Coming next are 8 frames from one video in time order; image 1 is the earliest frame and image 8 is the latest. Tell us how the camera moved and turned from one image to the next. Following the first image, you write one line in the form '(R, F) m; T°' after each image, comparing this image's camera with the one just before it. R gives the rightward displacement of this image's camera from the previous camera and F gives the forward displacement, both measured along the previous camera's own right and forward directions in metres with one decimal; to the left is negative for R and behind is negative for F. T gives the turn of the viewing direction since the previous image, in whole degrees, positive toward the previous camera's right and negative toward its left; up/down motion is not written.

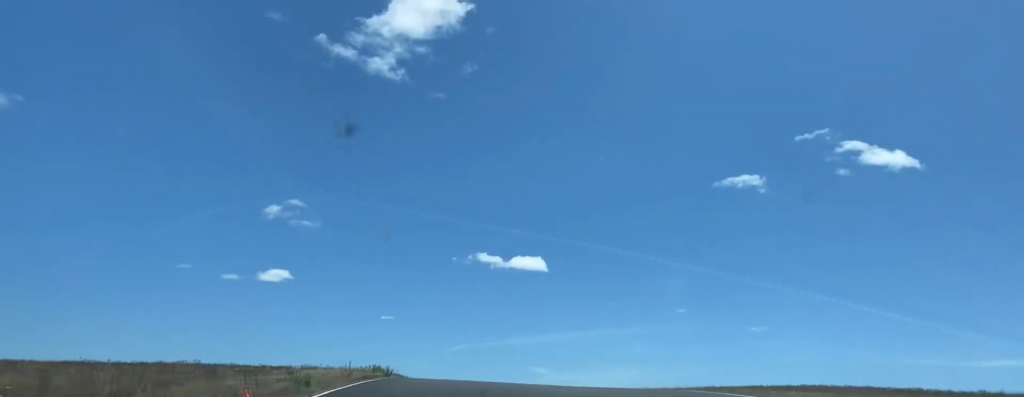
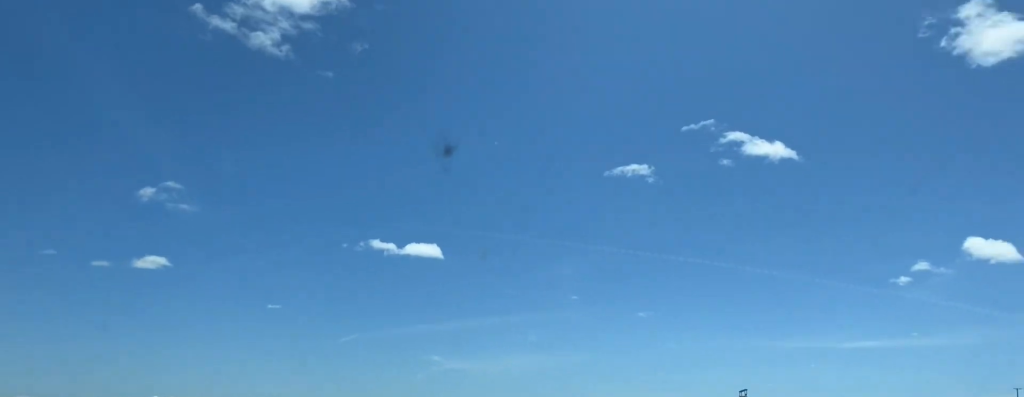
(-1.4, +39.7) m; +5°
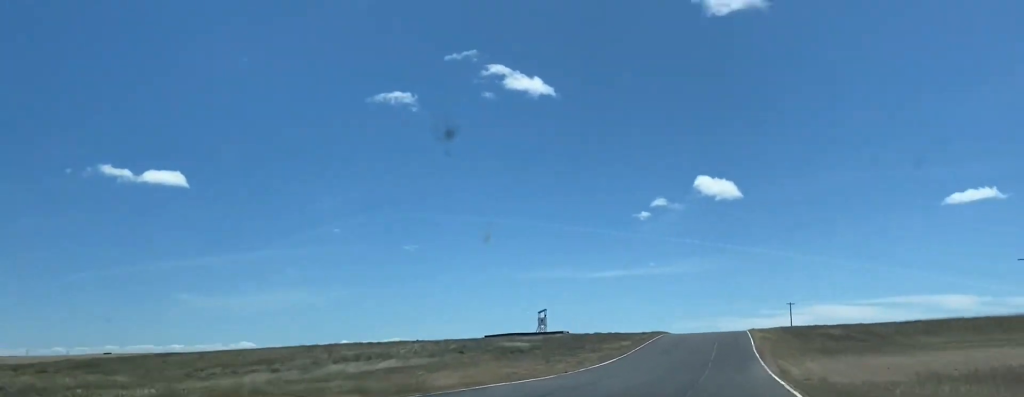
(+4.5, +40.0) m; +14°
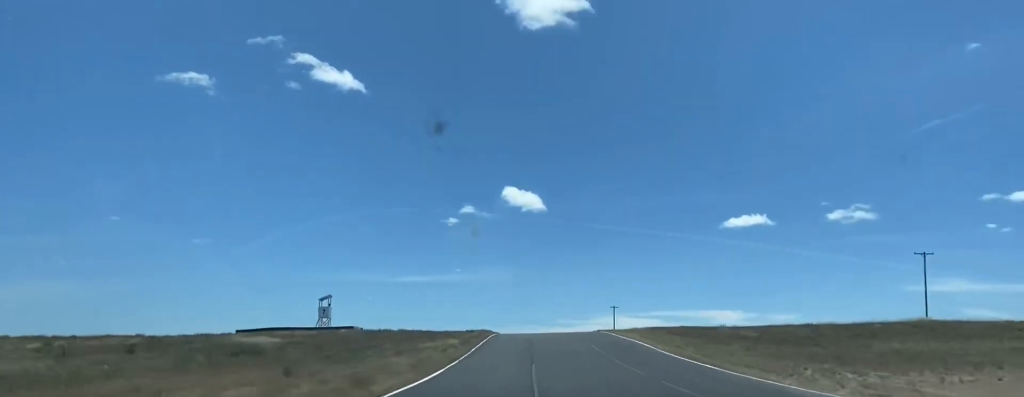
(+3.8, +35.6) m; +11°
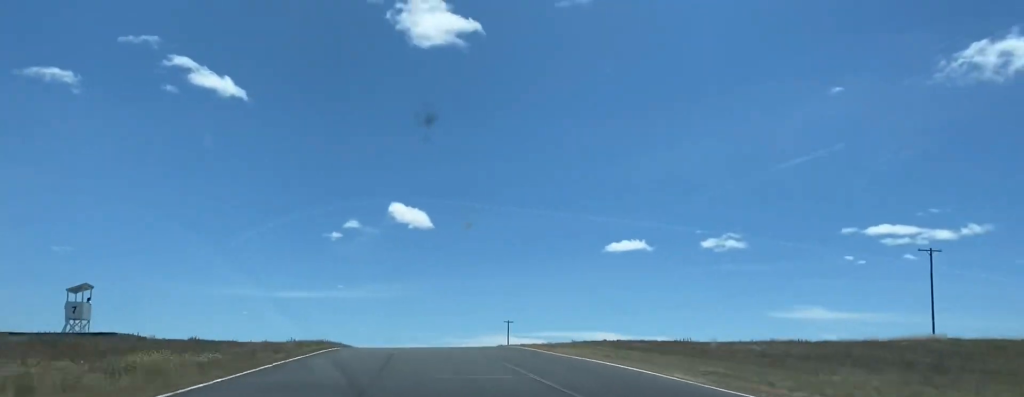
(+2.6, +31.4) m; +5°
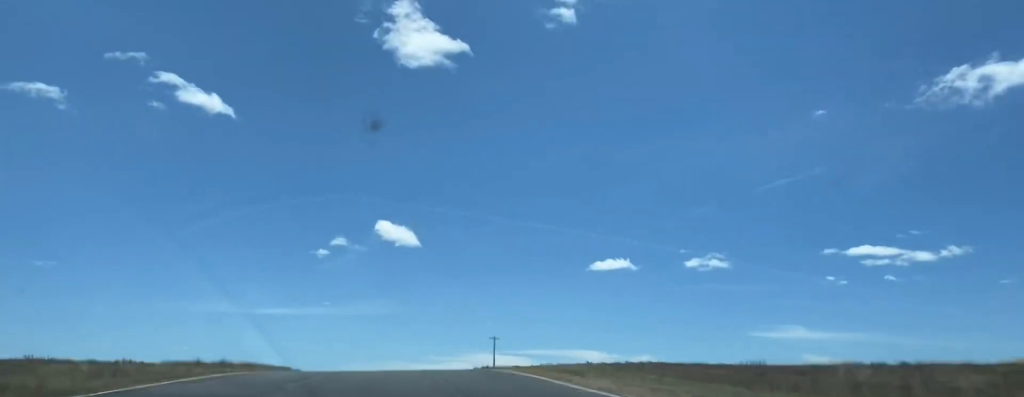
(+1.2, +18.9) m; +1°
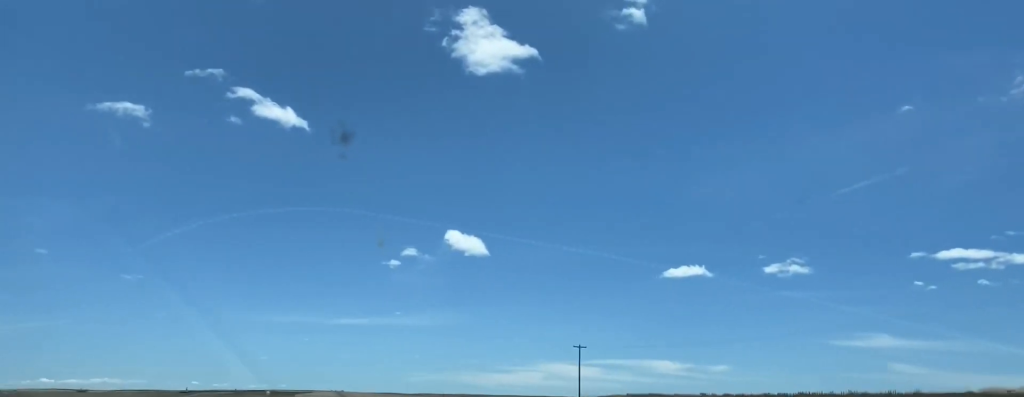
(-0.8, +31.4) m; -4°
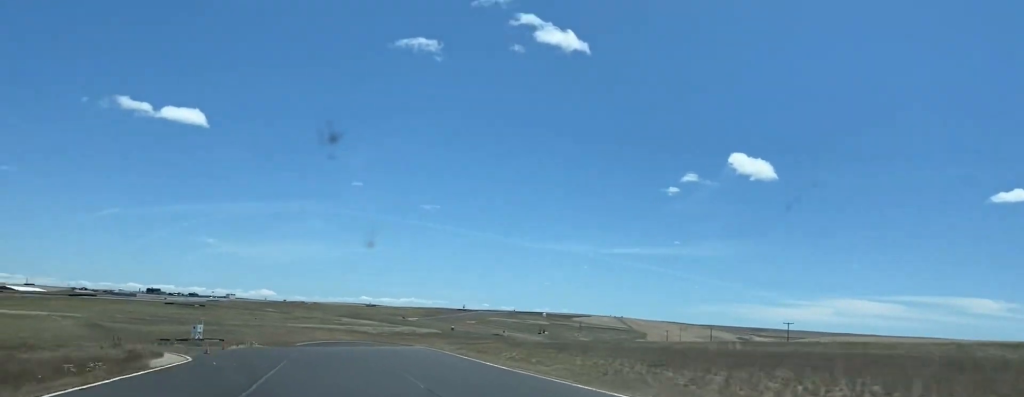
(-15.3, +97.1) m; -17°
